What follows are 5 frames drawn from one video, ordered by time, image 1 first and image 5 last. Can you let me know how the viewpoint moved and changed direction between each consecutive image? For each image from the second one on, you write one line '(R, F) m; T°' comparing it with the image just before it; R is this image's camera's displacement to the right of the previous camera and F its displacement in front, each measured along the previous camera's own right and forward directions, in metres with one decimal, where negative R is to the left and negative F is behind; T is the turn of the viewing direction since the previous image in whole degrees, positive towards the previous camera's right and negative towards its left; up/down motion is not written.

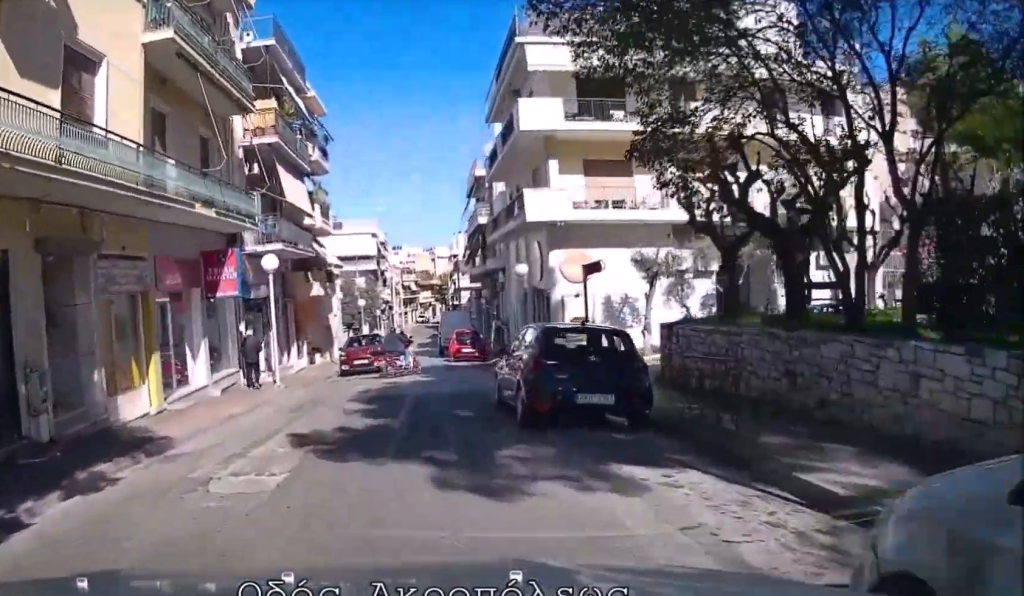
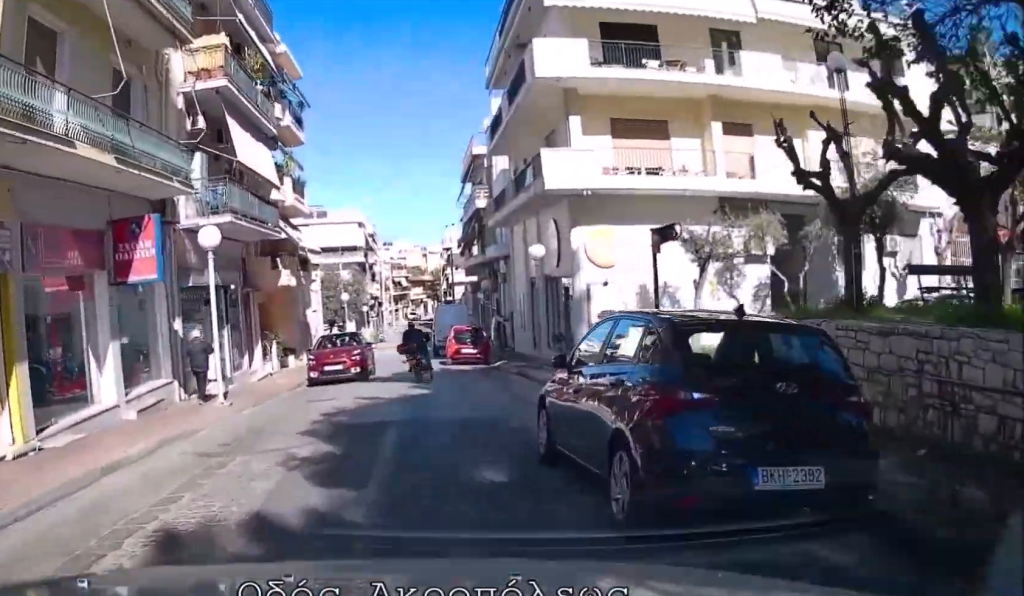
(0.0, +4.8) m; +1°
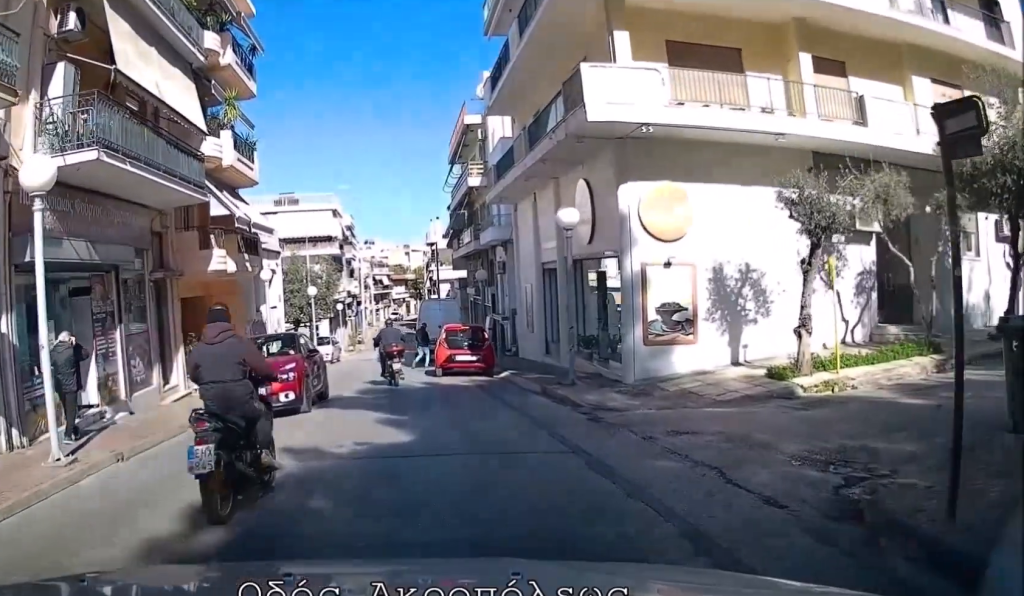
(+0.2, +6.4) m; +2°
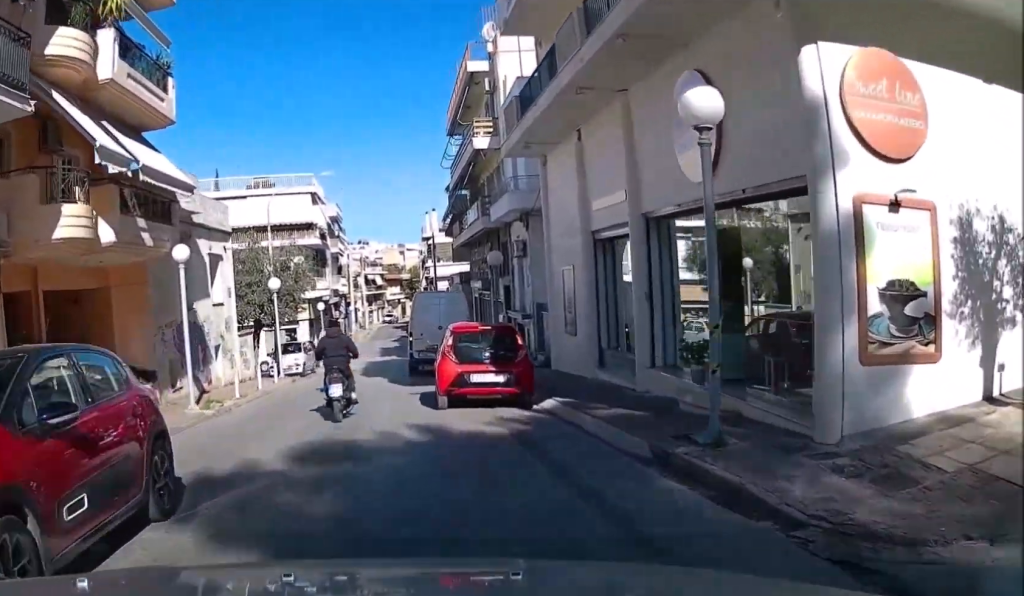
(-0.1, +8.0) m; -4°
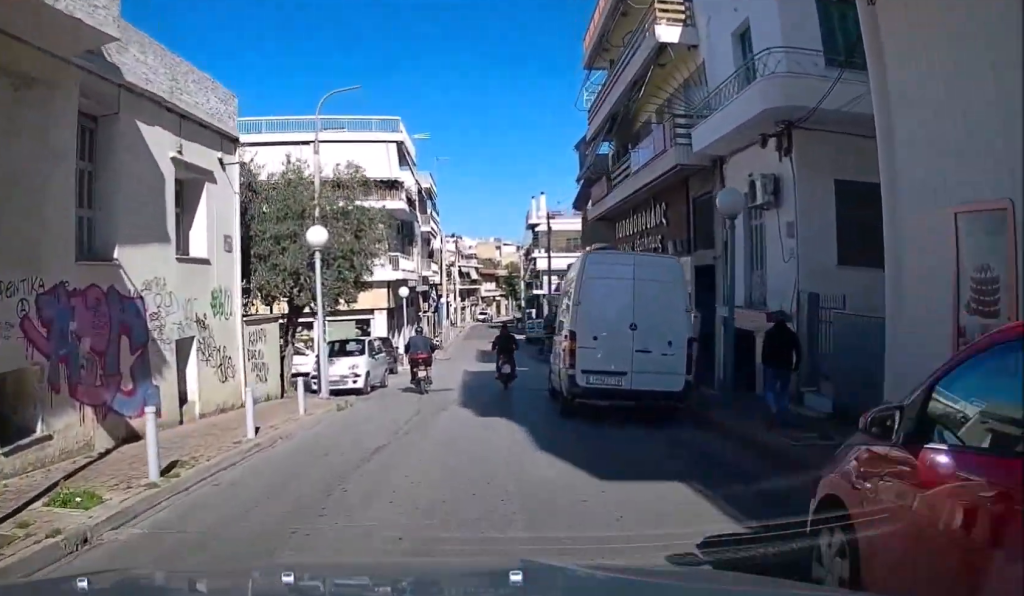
(-0.6, +11.4) m; -3°
